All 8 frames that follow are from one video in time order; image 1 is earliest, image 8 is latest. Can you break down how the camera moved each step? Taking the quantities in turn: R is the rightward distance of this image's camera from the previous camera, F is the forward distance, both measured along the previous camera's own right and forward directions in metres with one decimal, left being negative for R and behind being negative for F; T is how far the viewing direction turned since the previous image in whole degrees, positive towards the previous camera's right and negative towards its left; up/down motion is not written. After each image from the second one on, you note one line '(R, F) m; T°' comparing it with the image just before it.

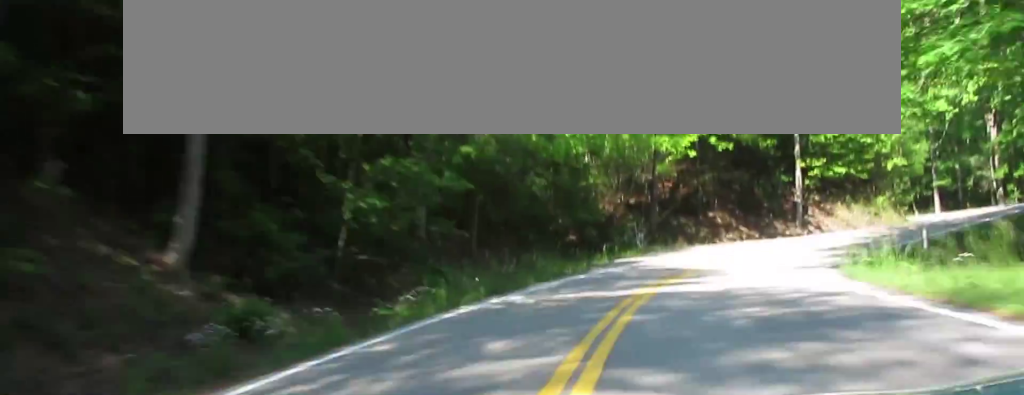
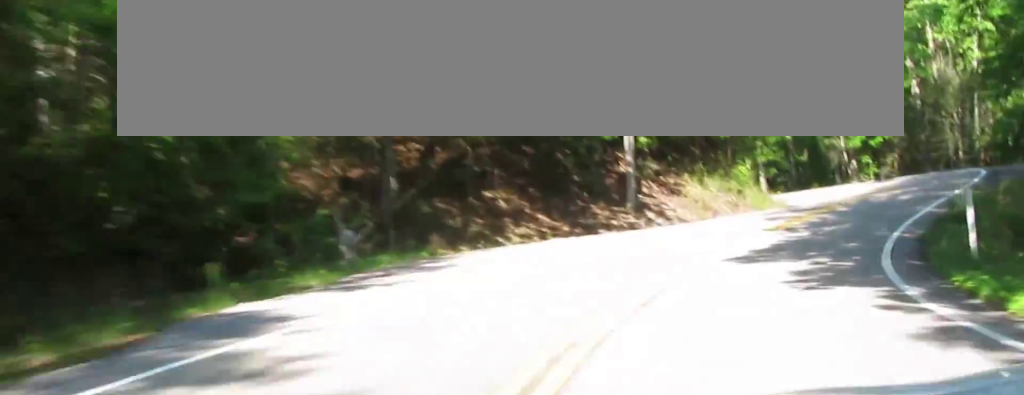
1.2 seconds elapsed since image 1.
(+0.8, +18.8) m; -3°
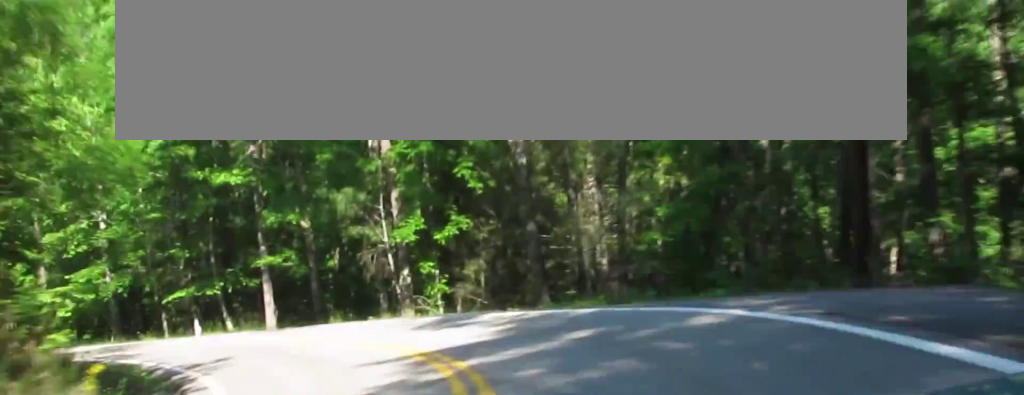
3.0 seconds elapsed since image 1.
(-6.6, +28.9) m; -26°
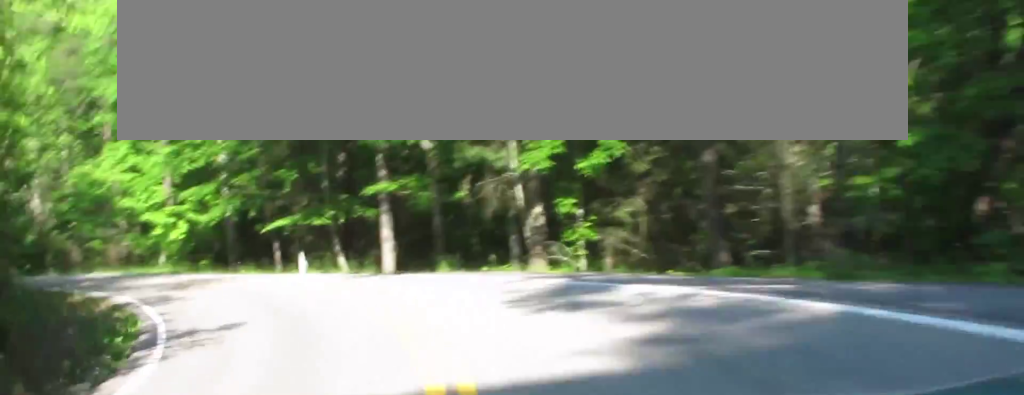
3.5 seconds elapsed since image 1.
(-0.7, +10.4) m; -6°
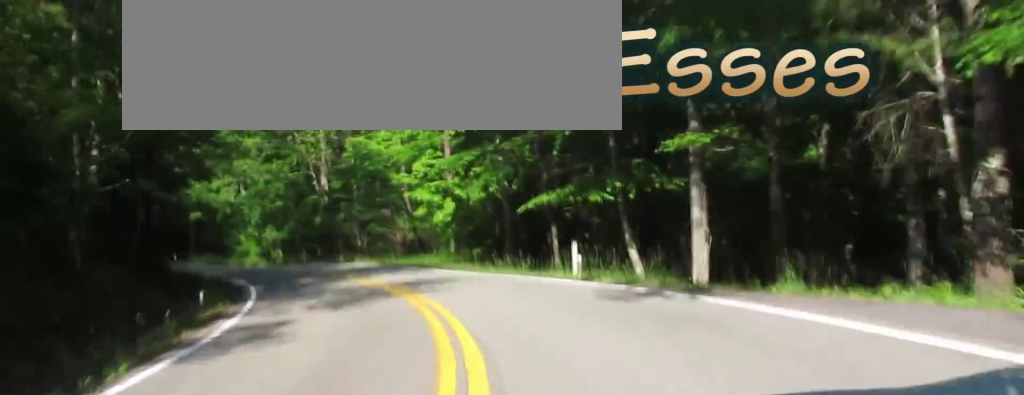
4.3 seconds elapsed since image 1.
(-1.1, +19.5) m; -5°
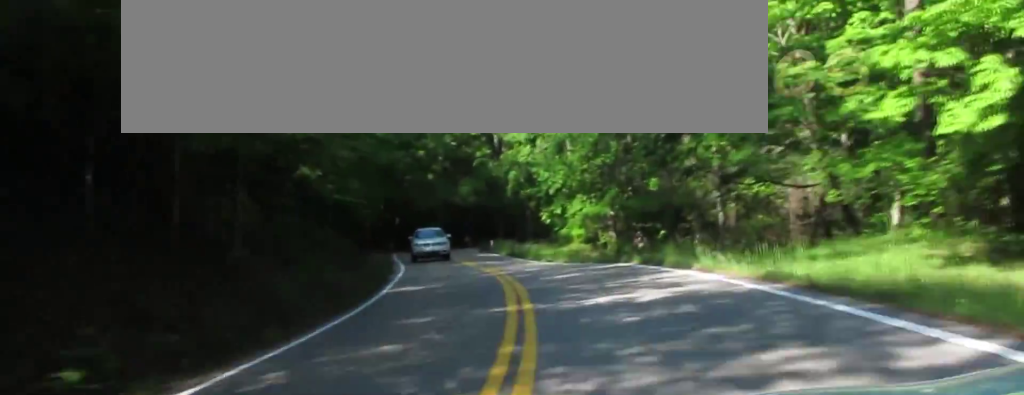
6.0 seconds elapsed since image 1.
(-3.3, +39.7) m; -8°
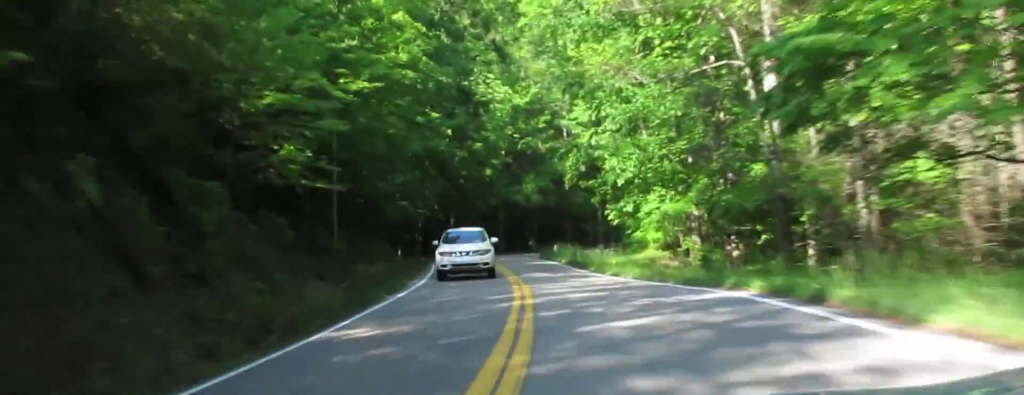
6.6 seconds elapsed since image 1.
(-0.4, +13.1) m; 0°
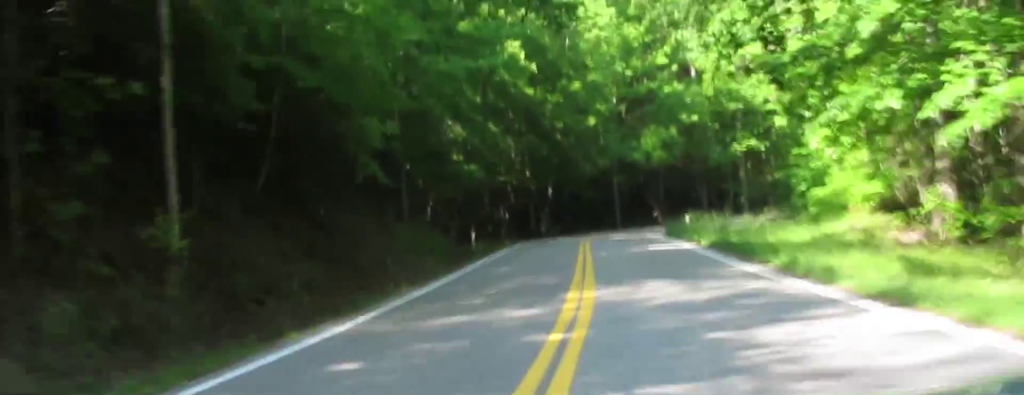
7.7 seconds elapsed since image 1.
(+1.4, +22.5) m; +14°
